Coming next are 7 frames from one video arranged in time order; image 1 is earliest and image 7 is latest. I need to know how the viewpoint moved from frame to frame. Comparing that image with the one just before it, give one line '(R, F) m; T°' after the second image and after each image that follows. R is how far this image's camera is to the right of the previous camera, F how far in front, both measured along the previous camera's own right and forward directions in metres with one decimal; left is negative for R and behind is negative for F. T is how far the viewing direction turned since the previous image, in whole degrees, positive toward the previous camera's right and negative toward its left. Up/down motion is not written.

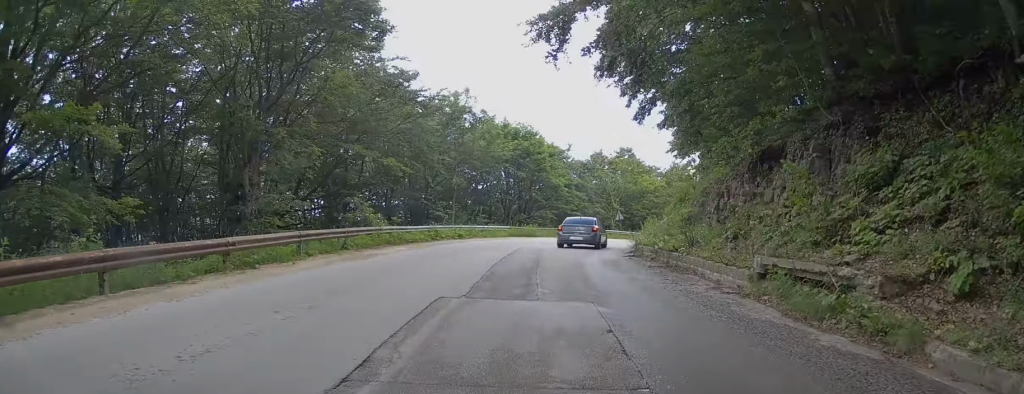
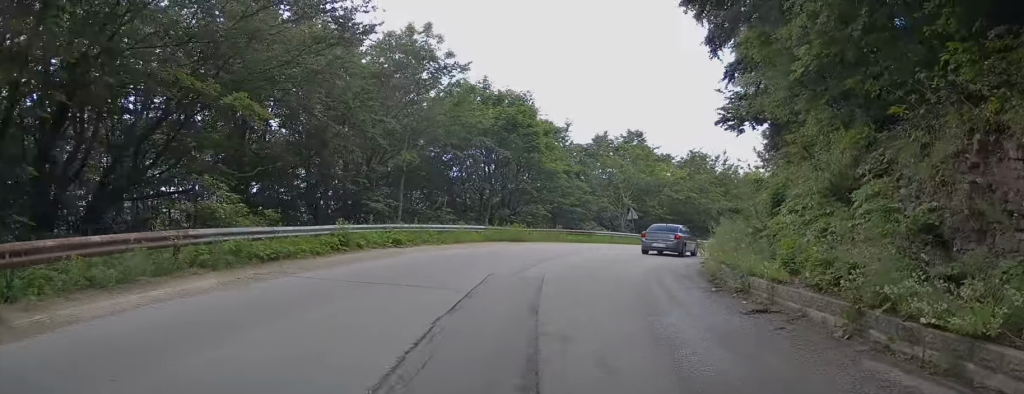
(+0.7, +13.1) m; +5°
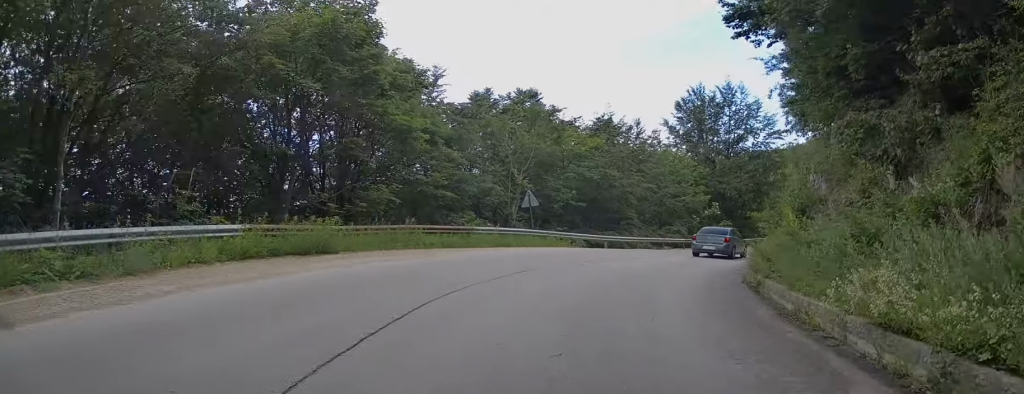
(+0.8, +15.2) m; +10°
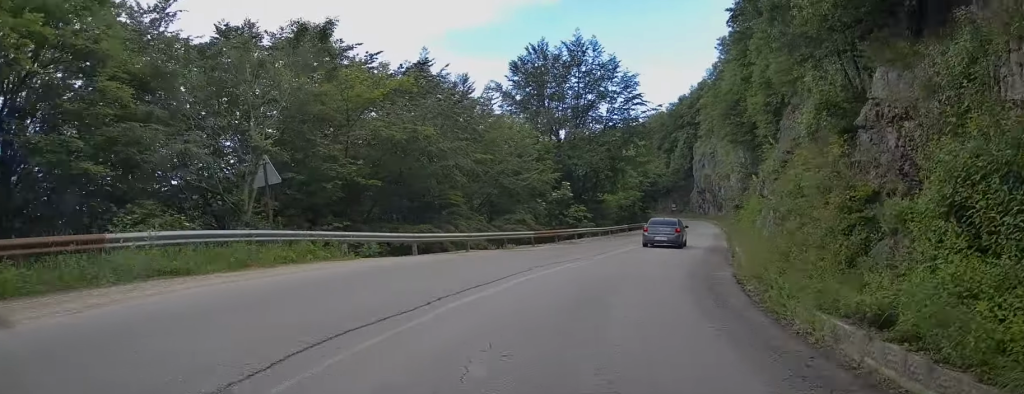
(+1.6, +14.1) m; +14°
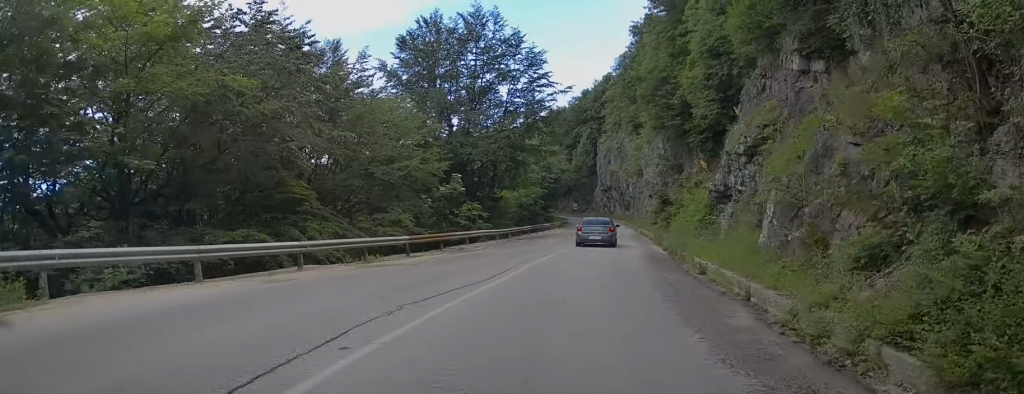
(+0.6, +9.0) m; +5°
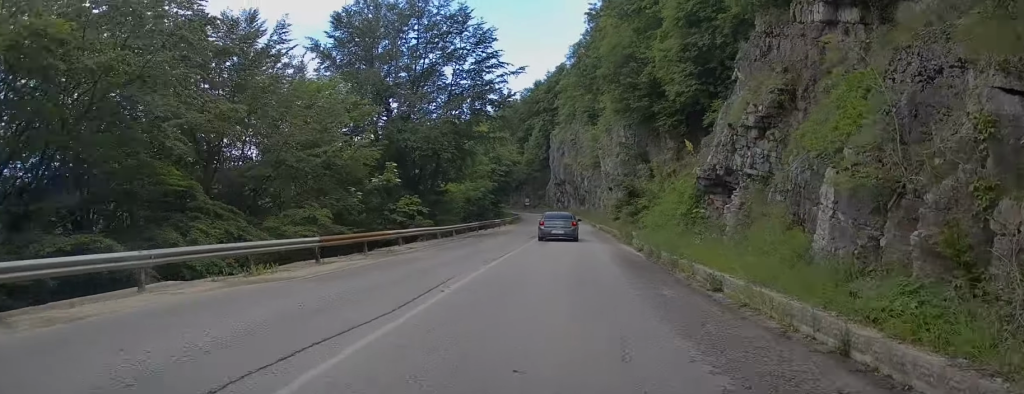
(+0.1, +5.4) m; +2°
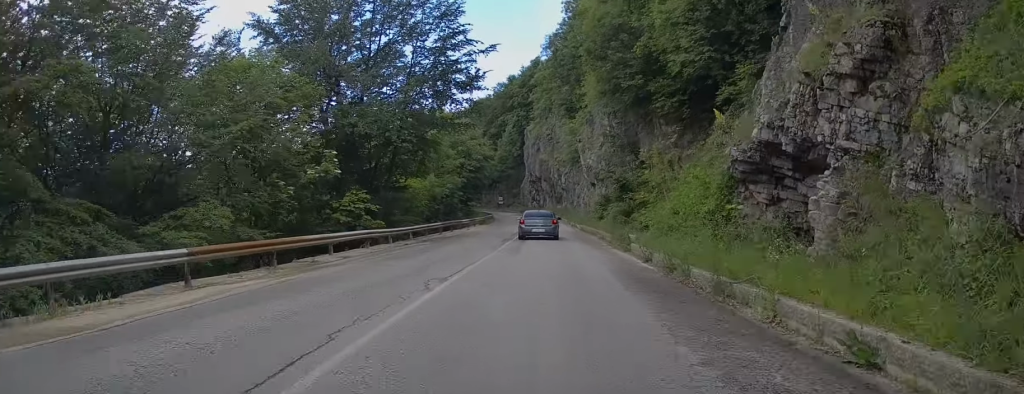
(+0.2, +6.5) m; +2°
